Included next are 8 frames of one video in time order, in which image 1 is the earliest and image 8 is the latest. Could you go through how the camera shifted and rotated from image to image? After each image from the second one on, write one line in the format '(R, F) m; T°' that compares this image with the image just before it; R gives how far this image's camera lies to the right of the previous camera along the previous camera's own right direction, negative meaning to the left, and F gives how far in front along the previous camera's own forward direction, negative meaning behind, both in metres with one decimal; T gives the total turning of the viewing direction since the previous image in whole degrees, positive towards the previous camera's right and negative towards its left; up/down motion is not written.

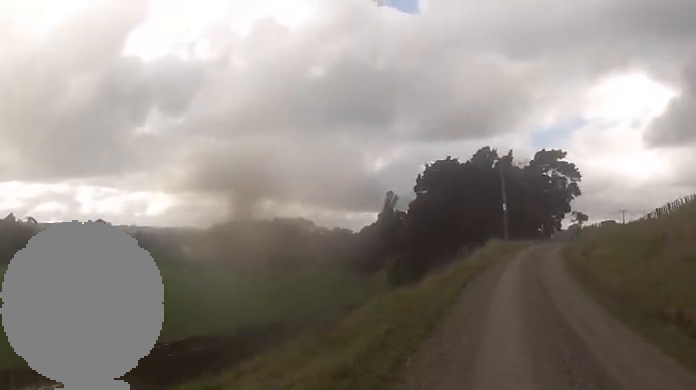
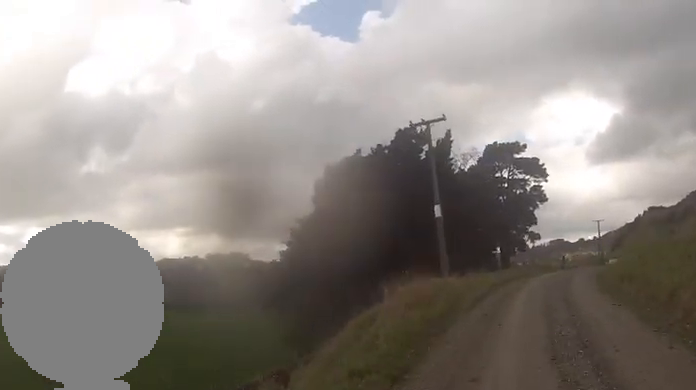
(+0.2, +23.4) m; +5°
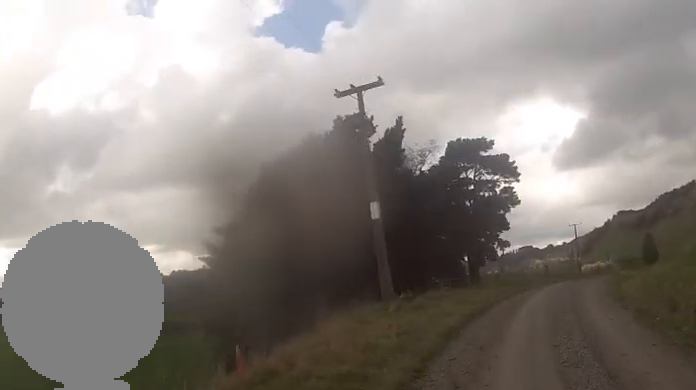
(+0.5, +9.3) m; +3°
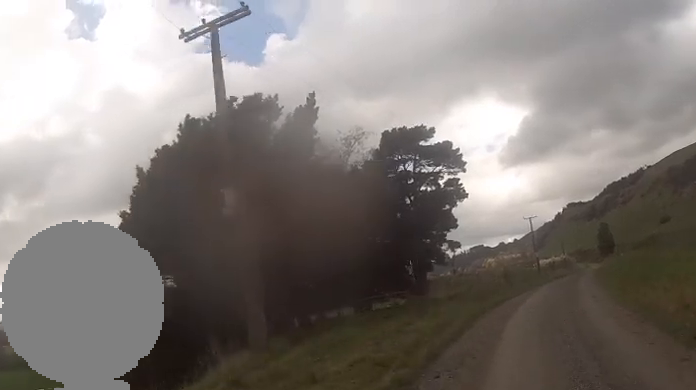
(+0.3, +9.1) m; +3°
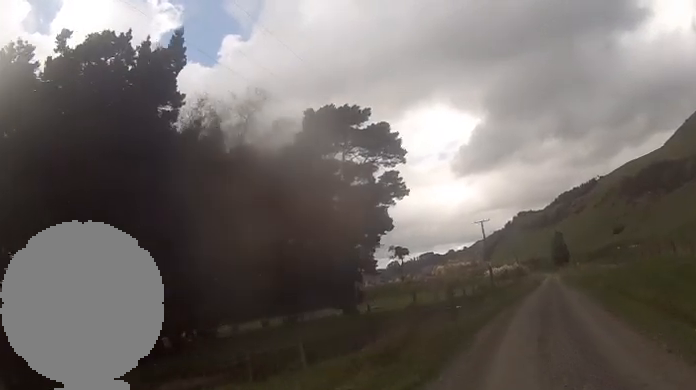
(0.0, +11.5) m; +5°
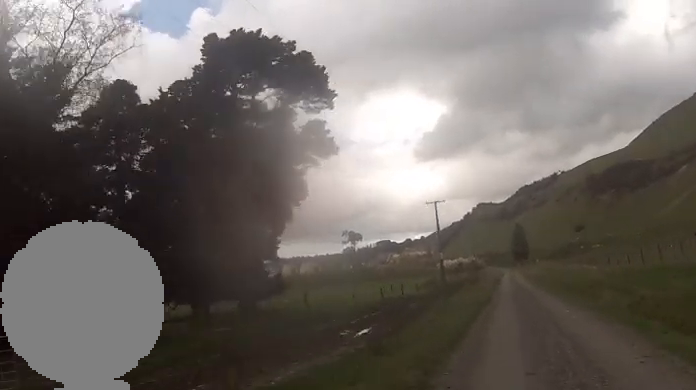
(+1.0, +13.0) m; +4°
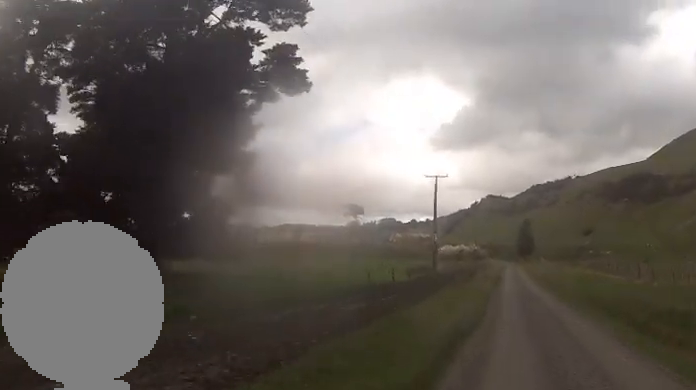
(+0.6, +9.9) m; +2°
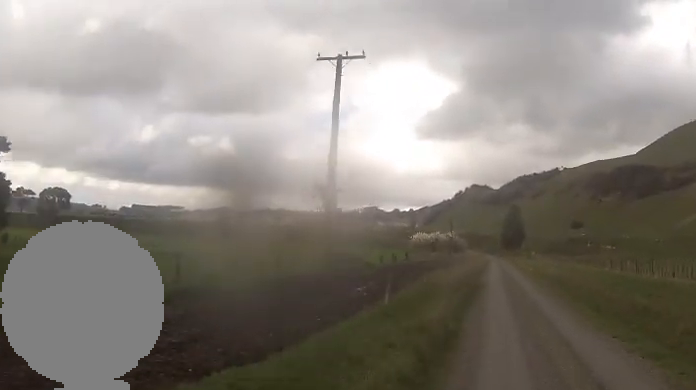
(-0.7, +25.9) m; -2°
